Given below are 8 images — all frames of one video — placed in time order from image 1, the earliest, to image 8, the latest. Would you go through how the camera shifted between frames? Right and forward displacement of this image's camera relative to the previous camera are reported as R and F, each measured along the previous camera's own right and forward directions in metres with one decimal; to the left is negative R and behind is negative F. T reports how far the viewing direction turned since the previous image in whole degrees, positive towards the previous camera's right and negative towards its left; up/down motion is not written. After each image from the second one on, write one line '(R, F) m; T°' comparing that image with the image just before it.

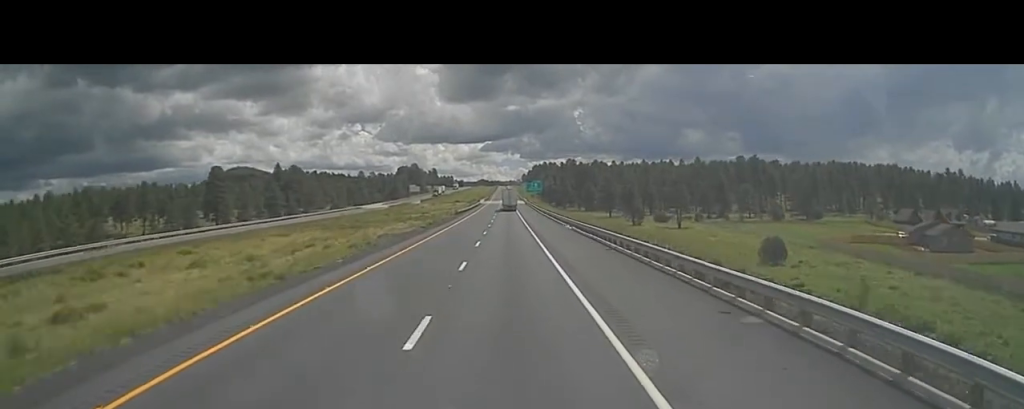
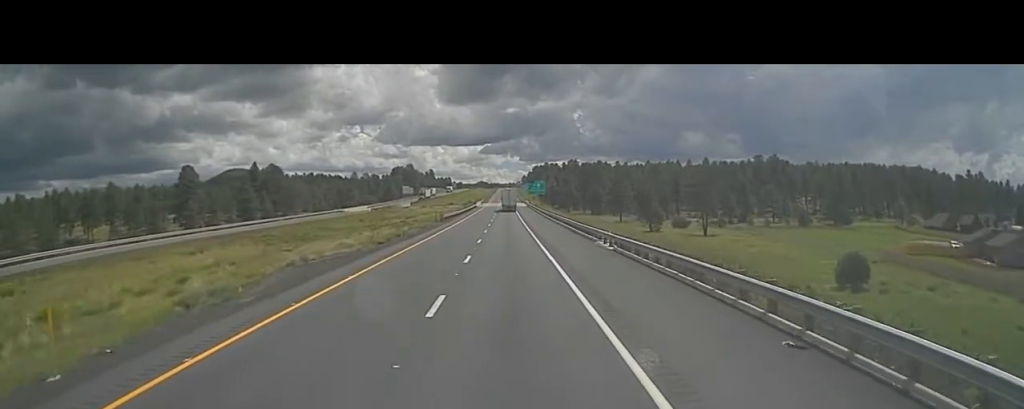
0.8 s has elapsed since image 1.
(+0.1, +21.2) m; 0°
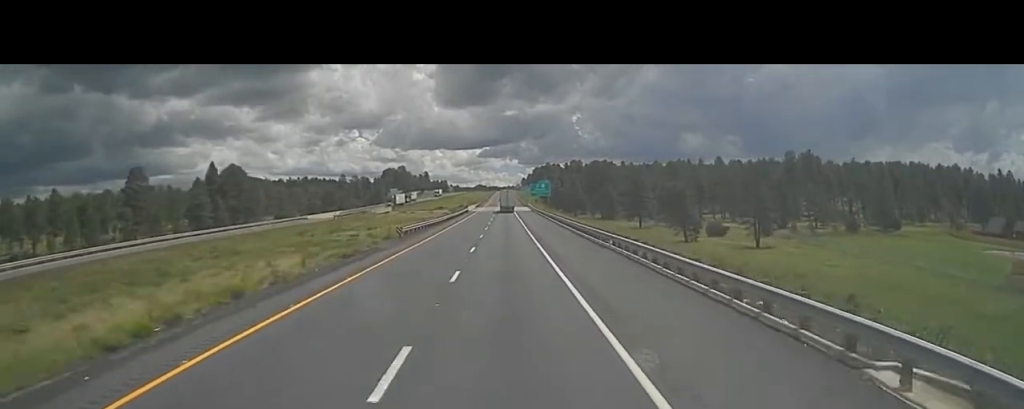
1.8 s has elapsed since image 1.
(-0.1, +29.4) m; 0°
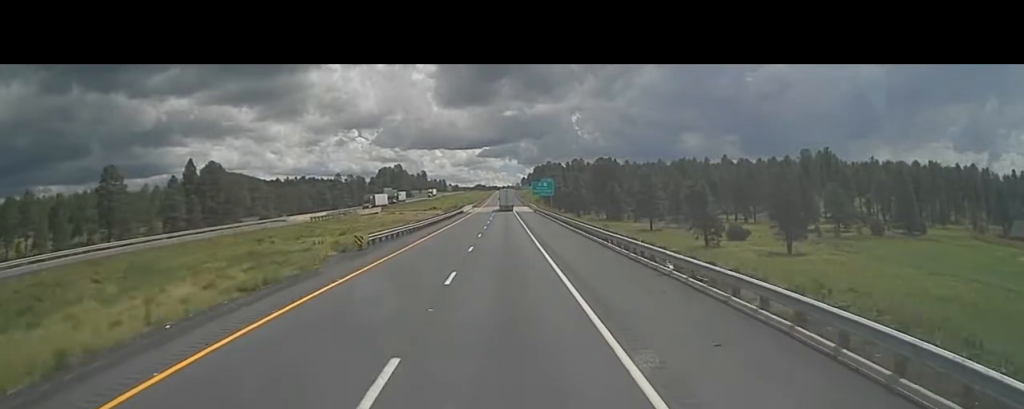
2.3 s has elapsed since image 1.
(+0.3, +12.8) m; 0°
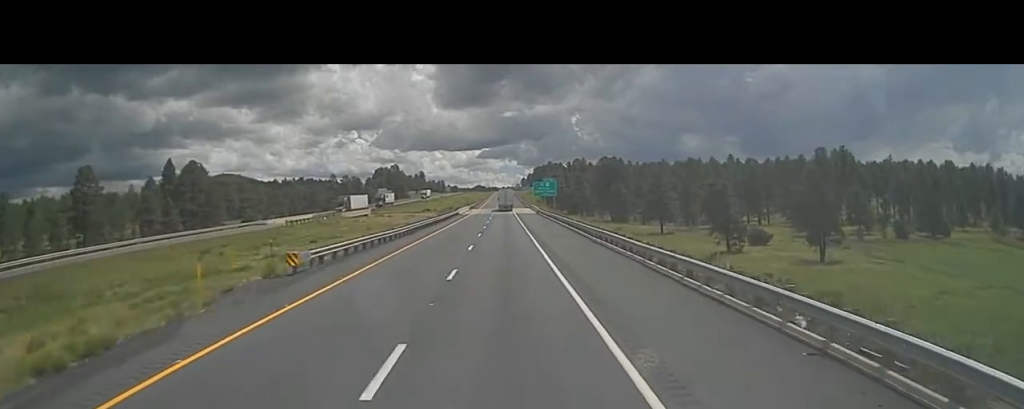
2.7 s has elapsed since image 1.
(-0.1, +12.0) m; 0°
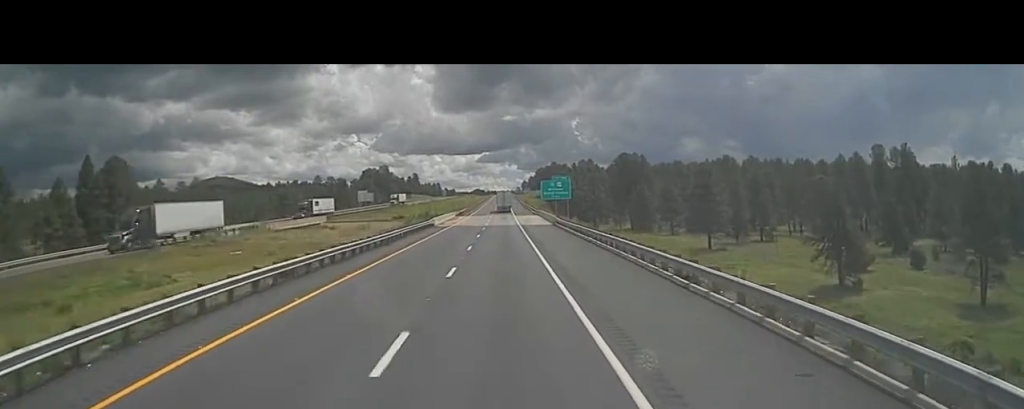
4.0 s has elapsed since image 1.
(-0.1, +34.9) m; +1°
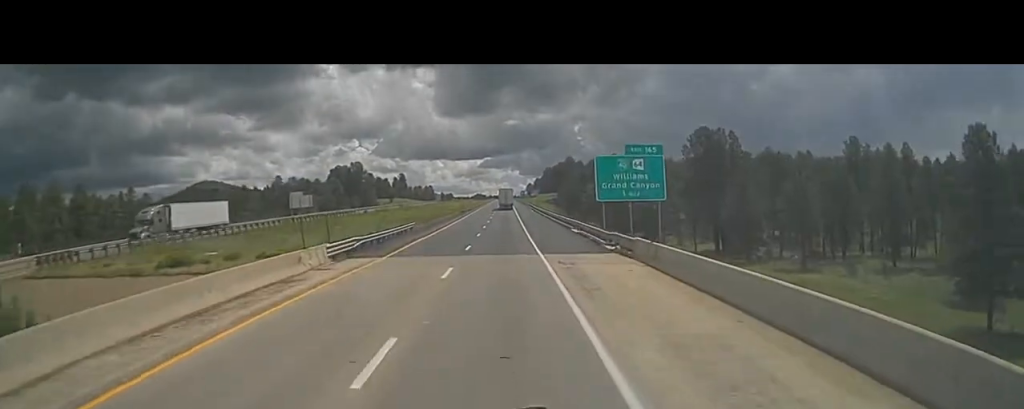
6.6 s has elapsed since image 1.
(-0.5, +71.7) m; -1°
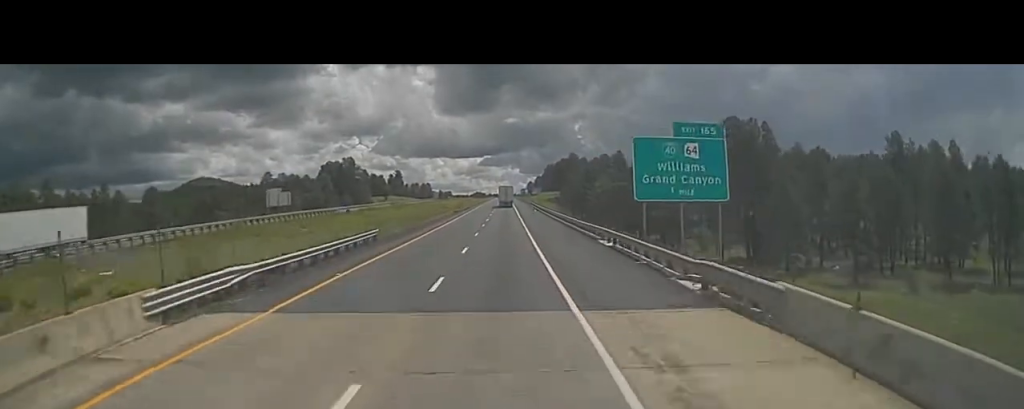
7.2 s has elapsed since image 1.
(+0.3, +15.6) m; +1°
